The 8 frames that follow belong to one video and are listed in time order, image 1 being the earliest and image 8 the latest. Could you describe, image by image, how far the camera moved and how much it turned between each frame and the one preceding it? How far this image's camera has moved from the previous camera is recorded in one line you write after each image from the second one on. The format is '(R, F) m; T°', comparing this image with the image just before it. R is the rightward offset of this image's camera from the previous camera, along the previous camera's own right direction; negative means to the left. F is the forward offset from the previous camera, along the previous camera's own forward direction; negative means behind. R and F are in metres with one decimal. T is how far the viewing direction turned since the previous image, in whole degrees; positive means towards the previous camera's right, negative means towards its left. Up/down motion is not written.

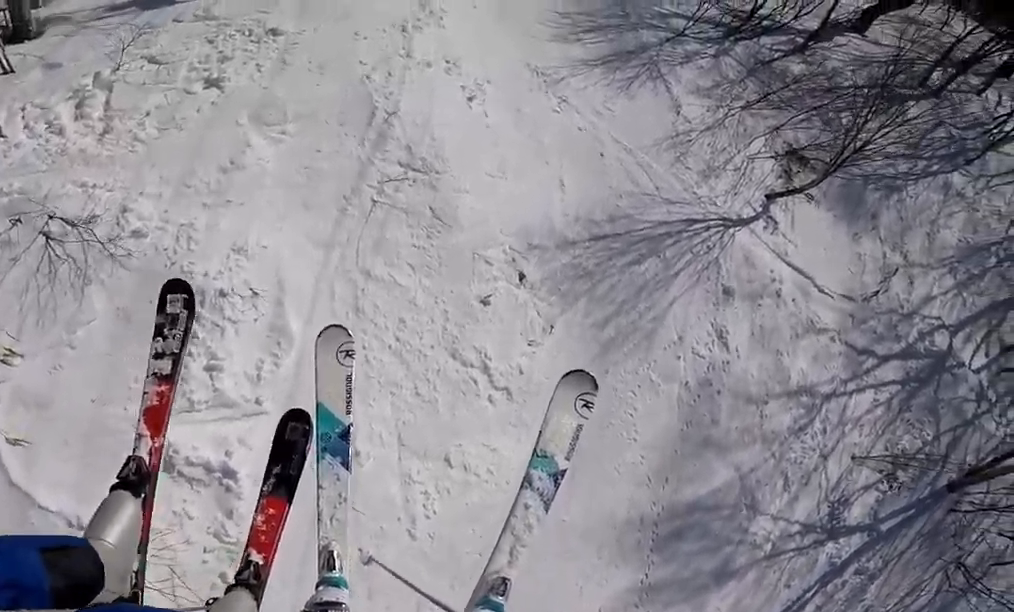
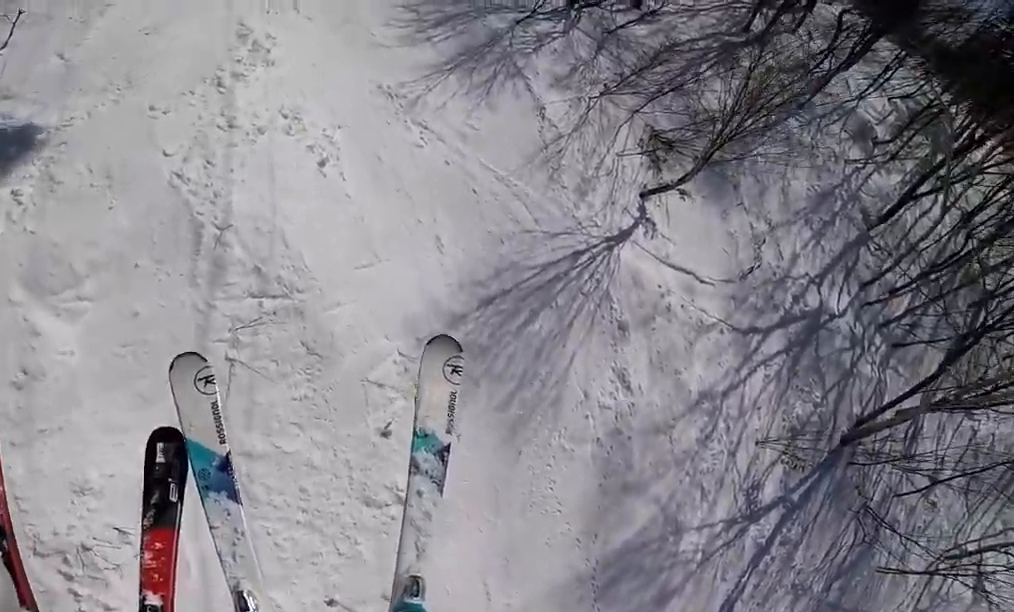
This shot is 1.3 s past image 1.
(0.0, +2.2) m; 0°
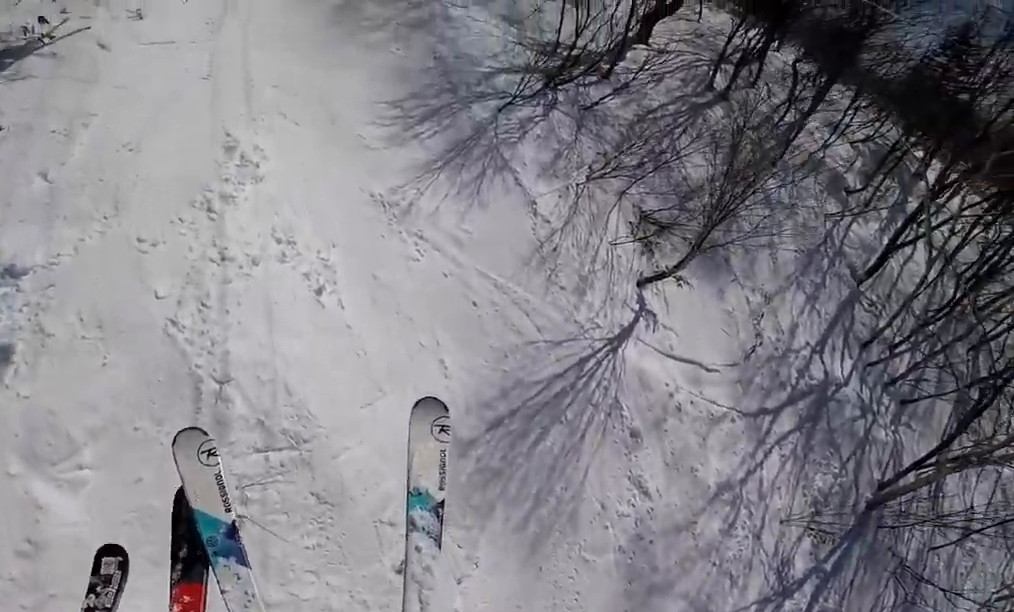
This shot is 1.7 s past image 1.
(0.0, +0.7) m; 0°
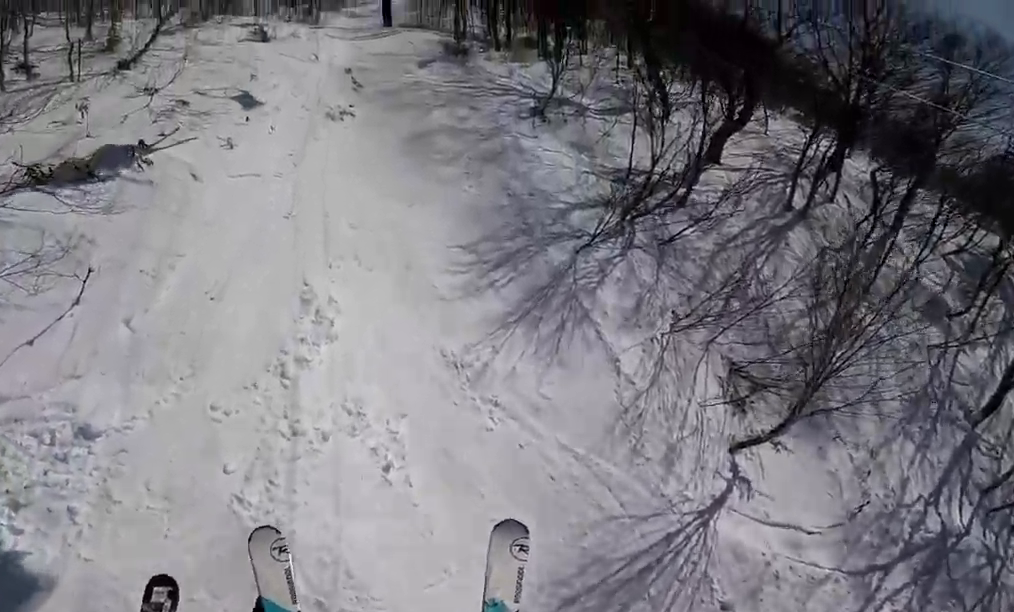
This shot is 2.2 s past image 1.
(0.0, +0.8) m; 0°
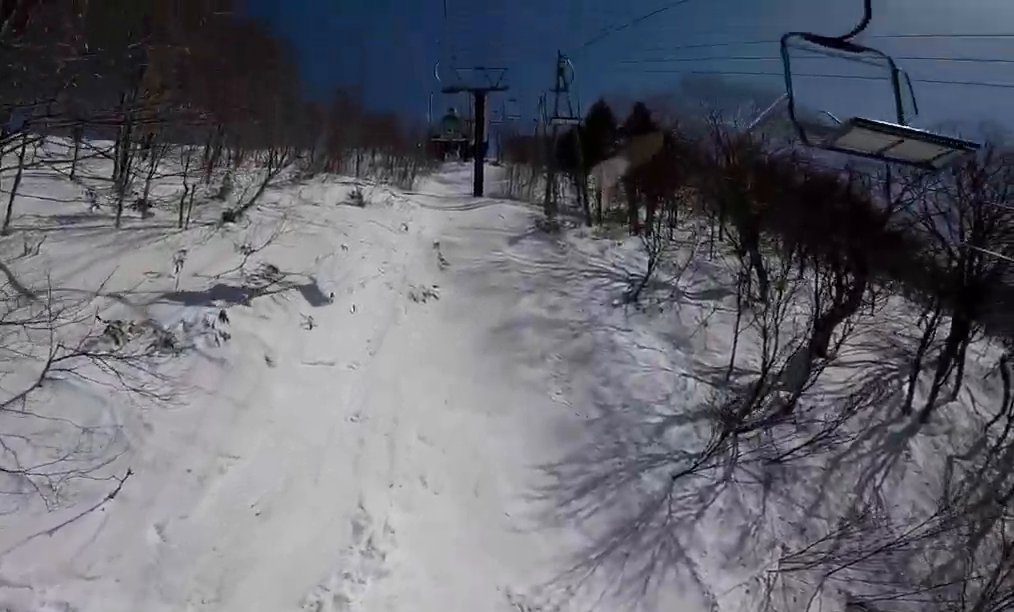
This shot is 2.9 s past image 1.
(0.0, +1.4) m; 0°
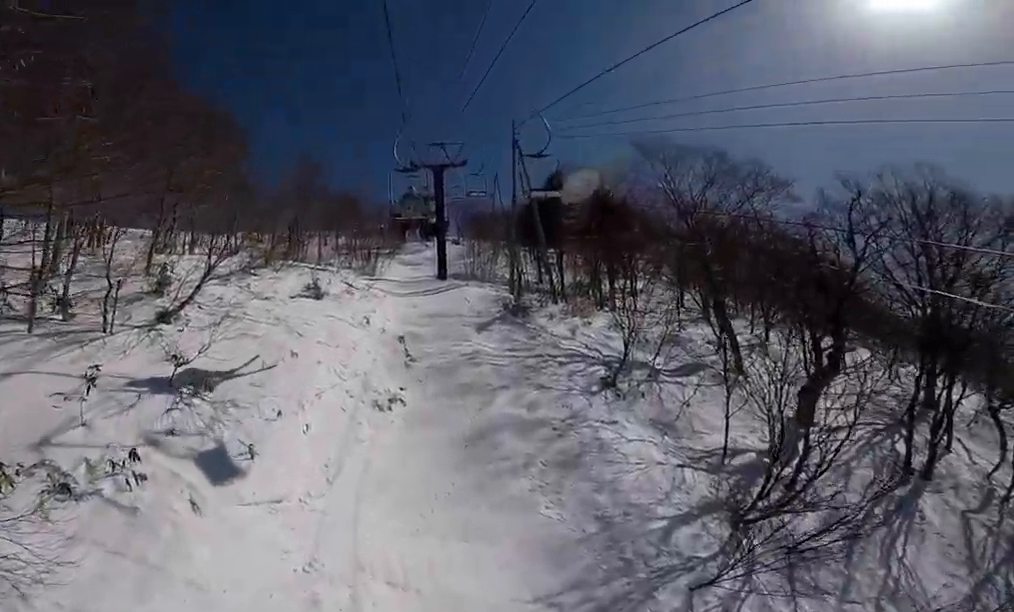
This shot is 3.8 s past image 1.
(0.0, +2.0) m; 0°
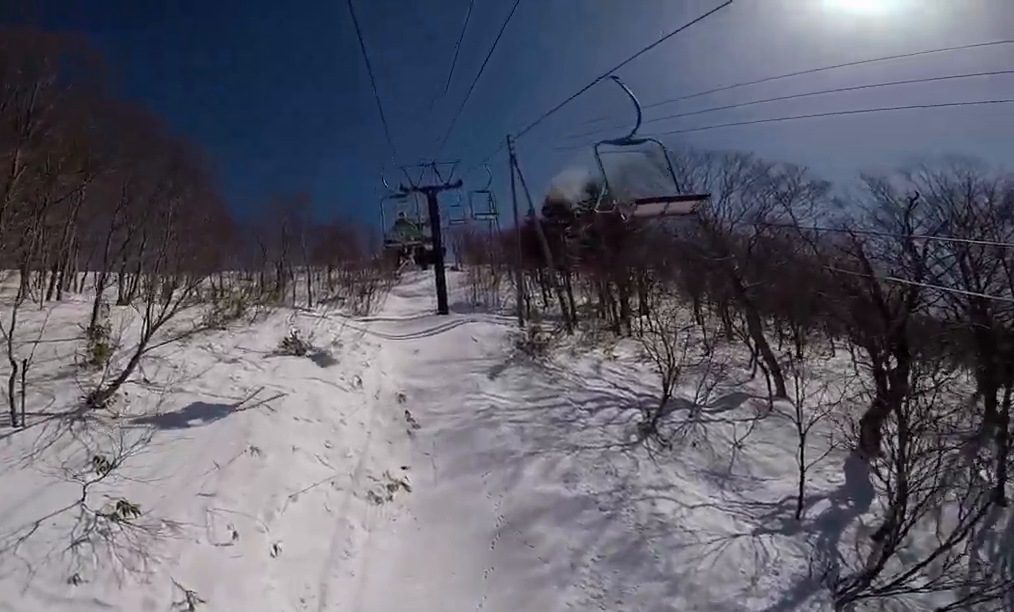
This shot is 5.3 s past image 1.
(0.0, +3.2) m; 0°
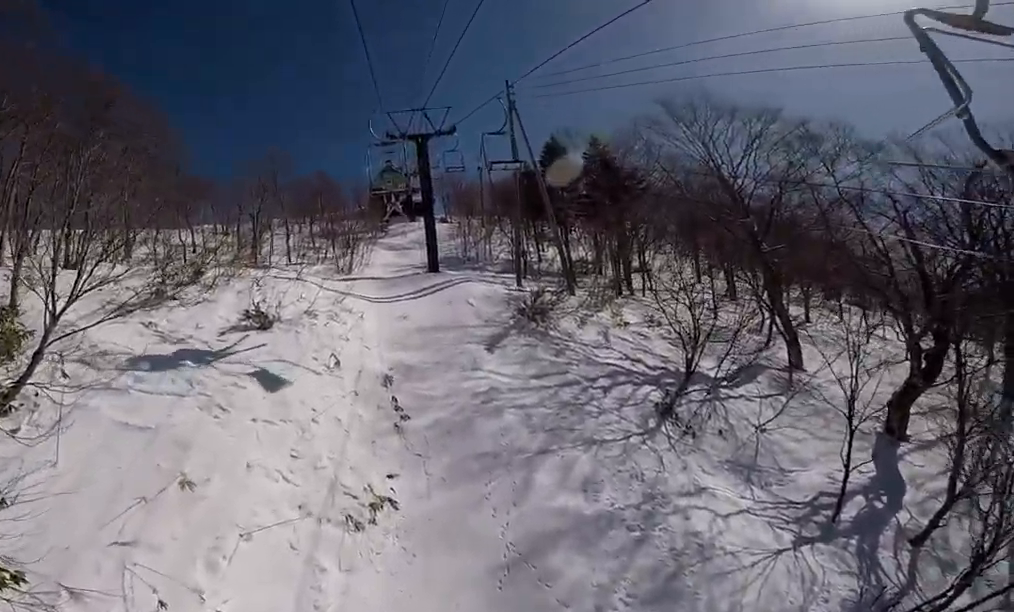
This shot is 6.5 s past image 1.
(0.0, +2.5) m; 0°
